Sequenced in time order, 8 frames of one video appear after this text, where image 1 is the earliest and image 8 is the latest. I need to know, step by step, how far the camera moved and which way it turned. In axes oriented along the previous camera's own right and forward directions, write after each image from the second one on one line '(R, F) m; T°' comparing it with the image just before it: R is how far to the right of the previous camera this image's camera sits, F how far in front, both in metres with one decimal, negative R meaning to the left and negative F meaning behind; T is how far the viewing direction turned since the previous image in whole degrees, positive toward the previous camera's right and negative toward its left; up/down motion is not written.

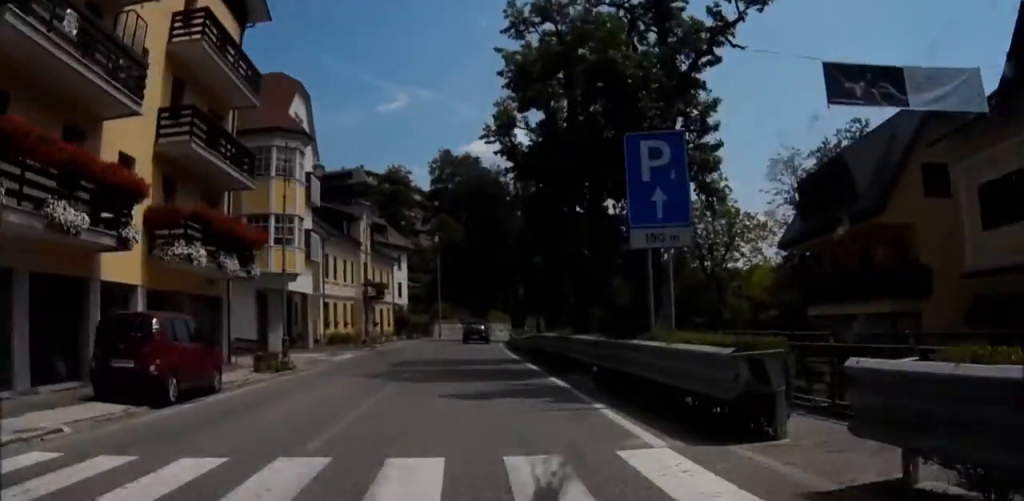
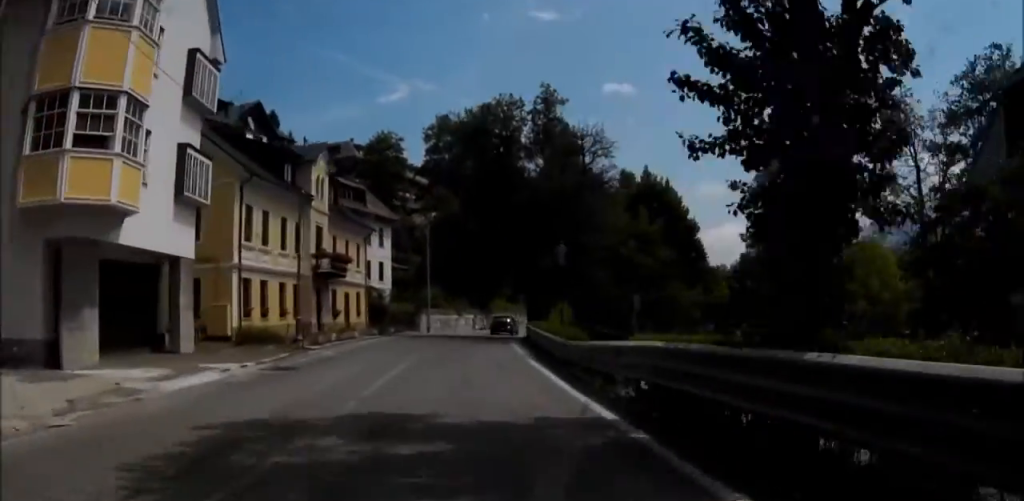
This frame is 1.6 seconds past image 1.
(+0.1, +18.9) m; +2°
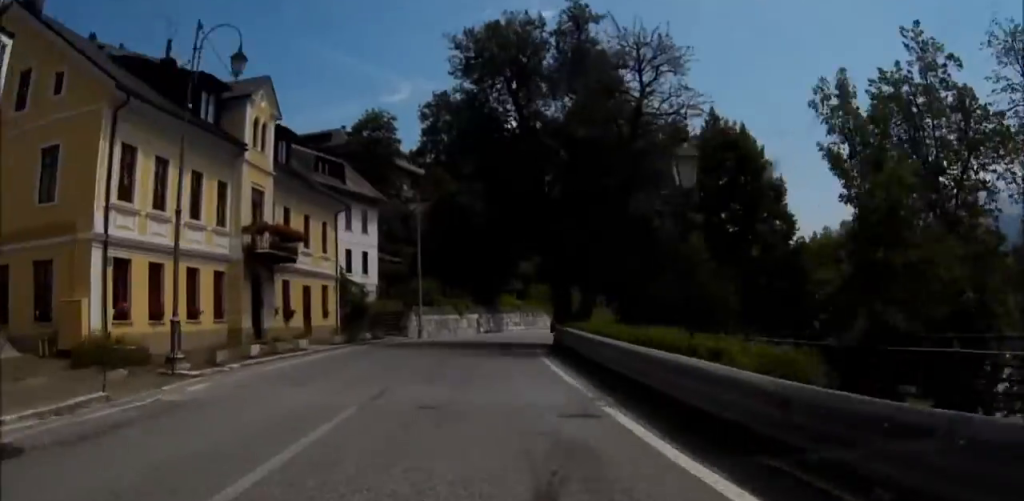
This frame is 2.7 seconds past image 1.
(+0.2, +12.9) m; +1°
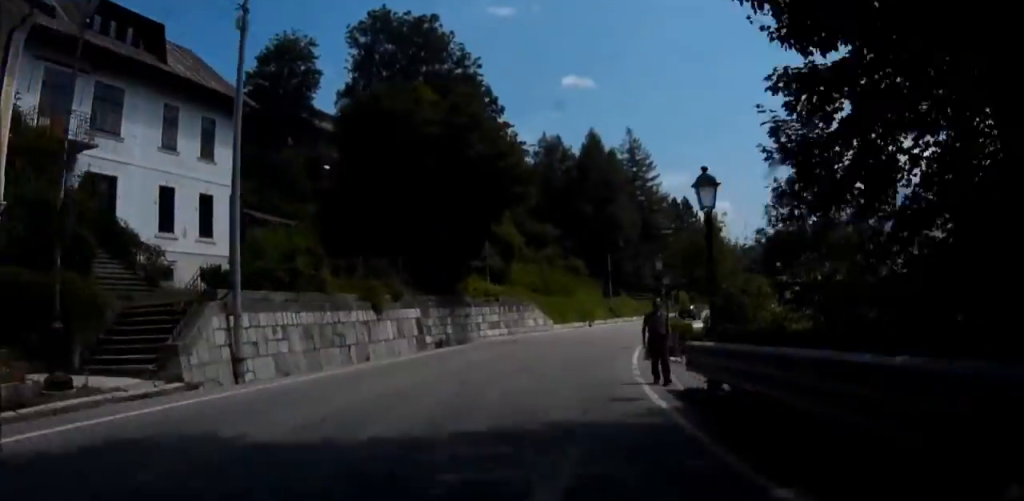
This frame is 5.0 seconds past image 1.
(+0.4, +28.7) m; +4°
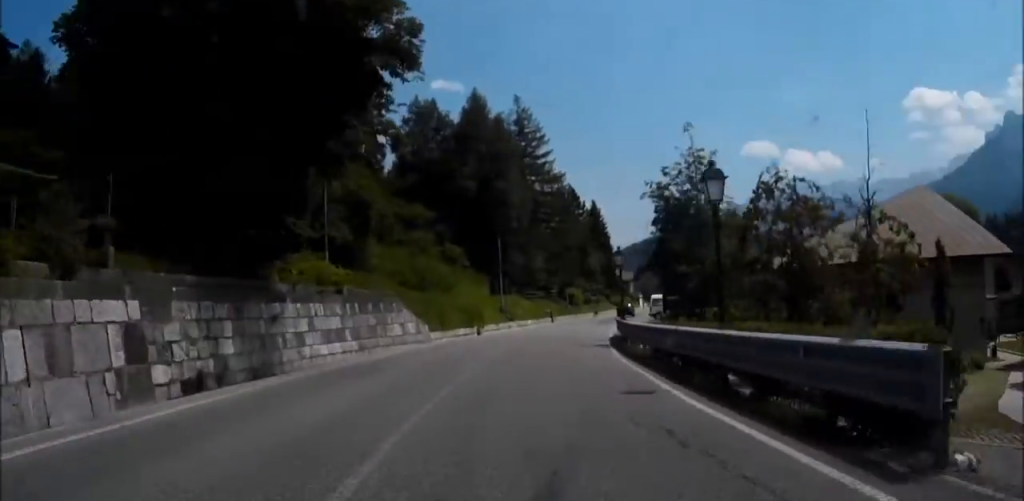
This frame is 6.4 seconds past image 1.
(+0.1, +17.2) m; +5°
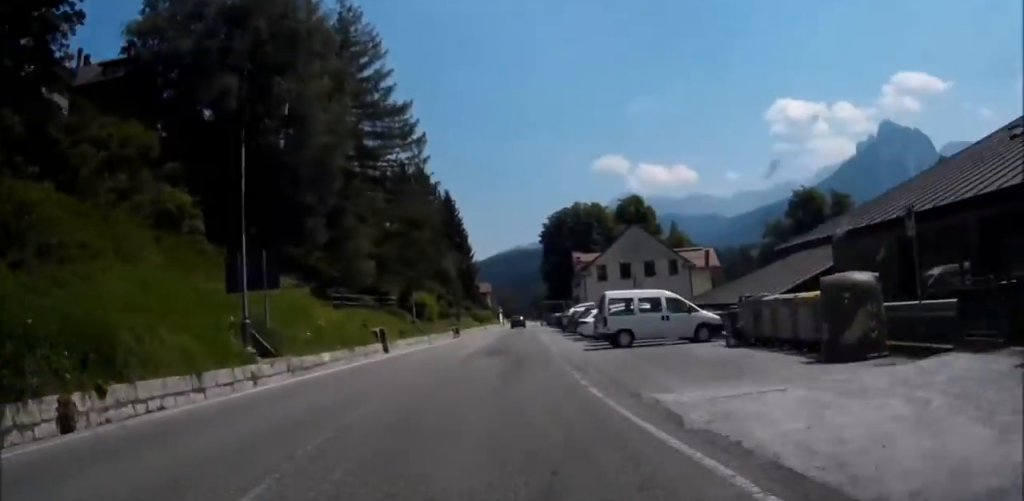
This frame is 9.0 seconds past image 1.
(+3.7, +32.3) m; +10°
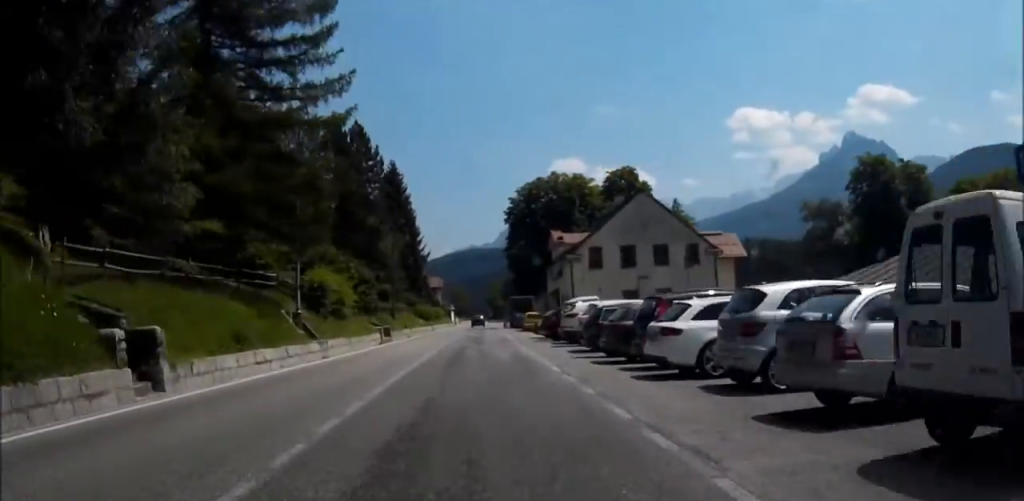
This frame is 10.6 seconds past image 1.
(+0.7, +20.4) m; +4°
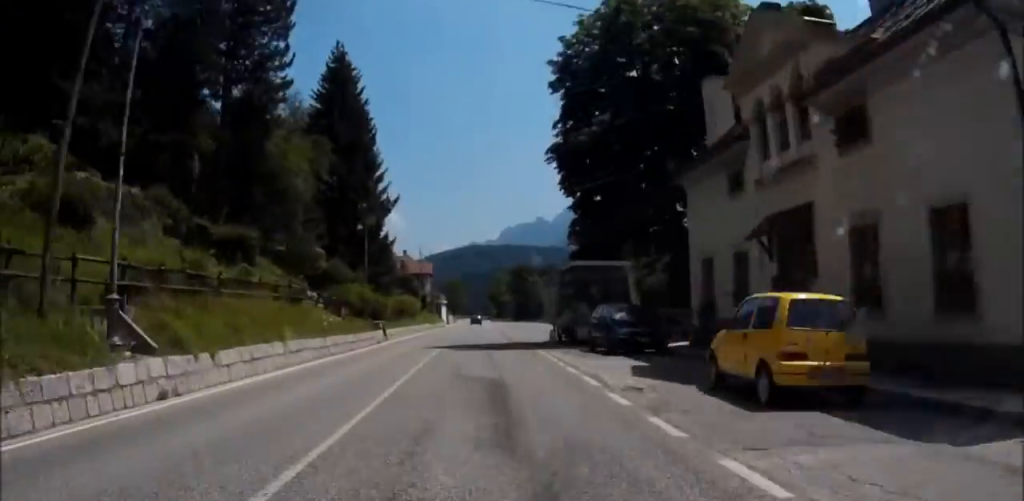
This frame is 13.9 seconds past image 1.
(+1.9, +42.9) m; +3°
